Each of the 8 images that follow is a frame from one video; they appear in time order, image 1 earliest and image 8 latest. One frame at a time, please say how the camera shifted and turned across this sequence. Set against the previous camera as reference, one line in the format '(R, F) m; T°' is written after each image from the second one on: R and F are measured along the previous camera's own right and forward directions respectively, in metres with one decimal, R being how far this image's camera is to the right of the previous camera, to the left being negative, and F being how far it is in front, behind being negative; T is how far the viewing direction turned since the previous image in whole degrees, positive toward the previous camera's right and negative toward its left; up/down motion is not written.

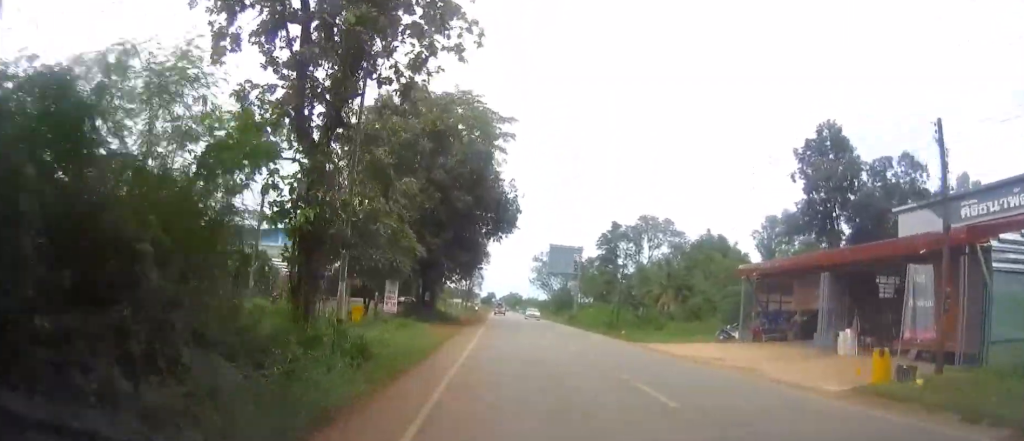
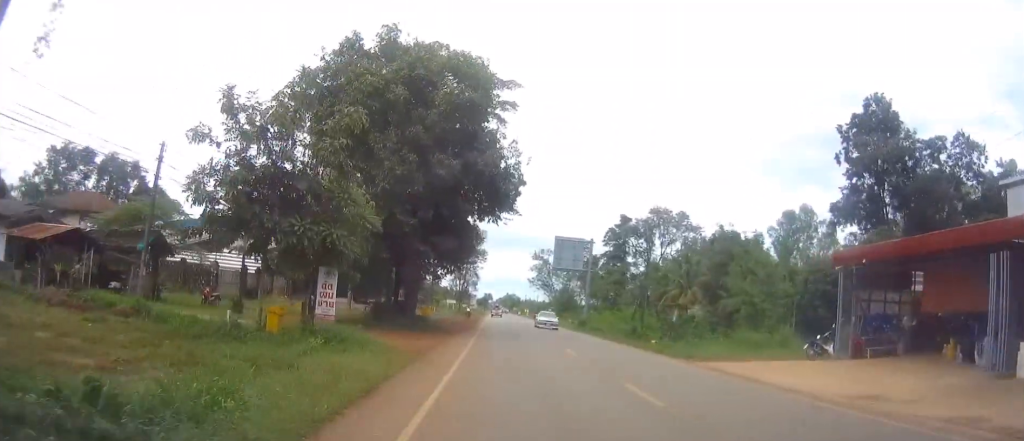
(0.0, +12.1) m; 0°
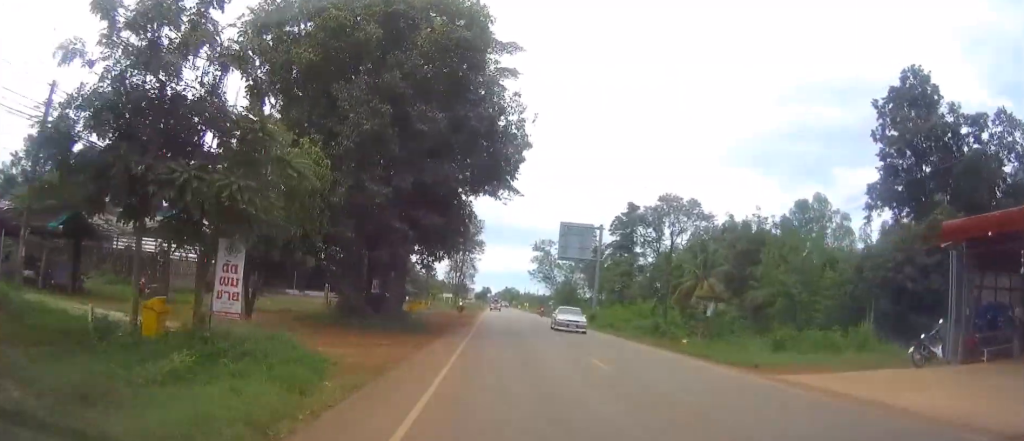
(0.0, +8.3) m; 0°
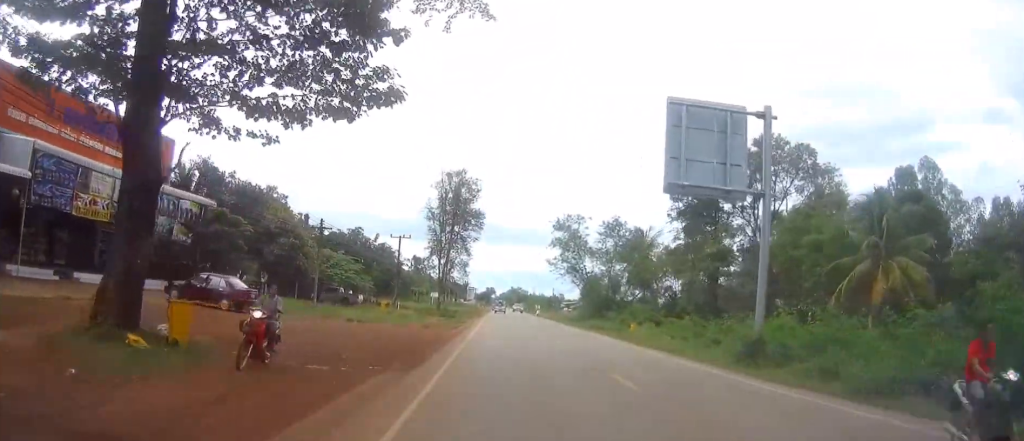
(-0.7, +41.7) m; -1°
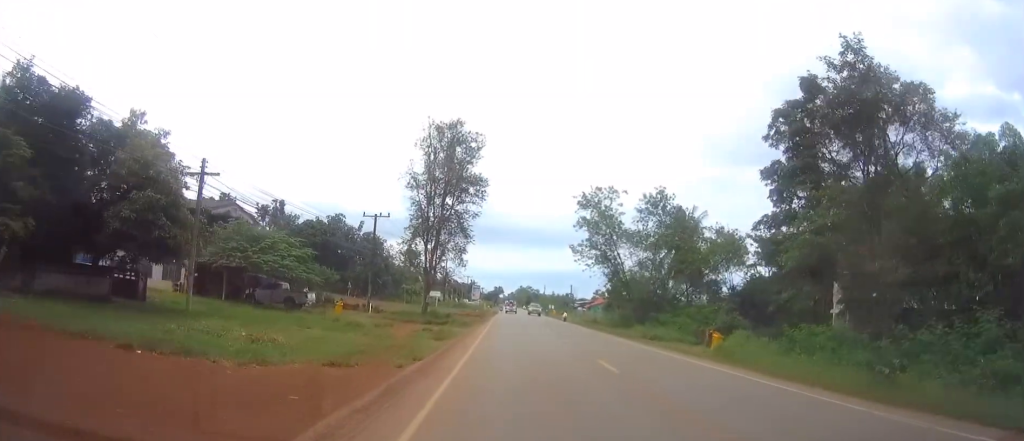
(+0.3, +21.5) m; +2°
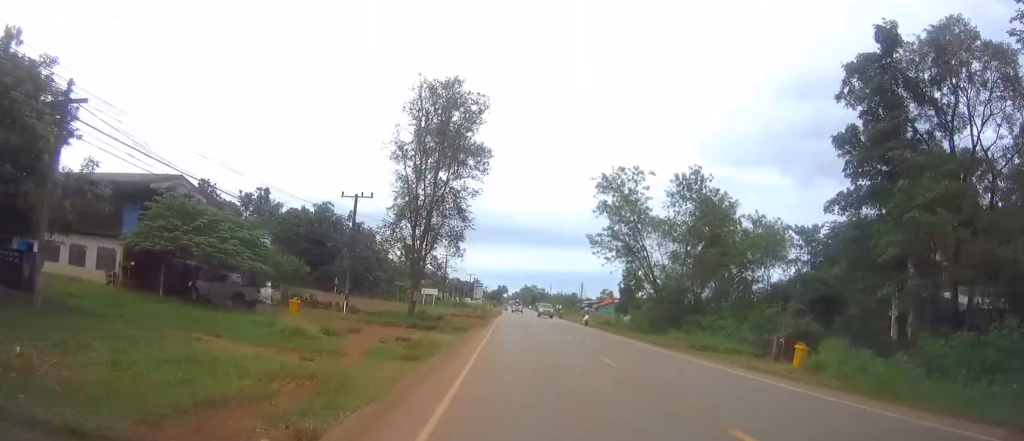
(+0.1, +11.0) m; +1°
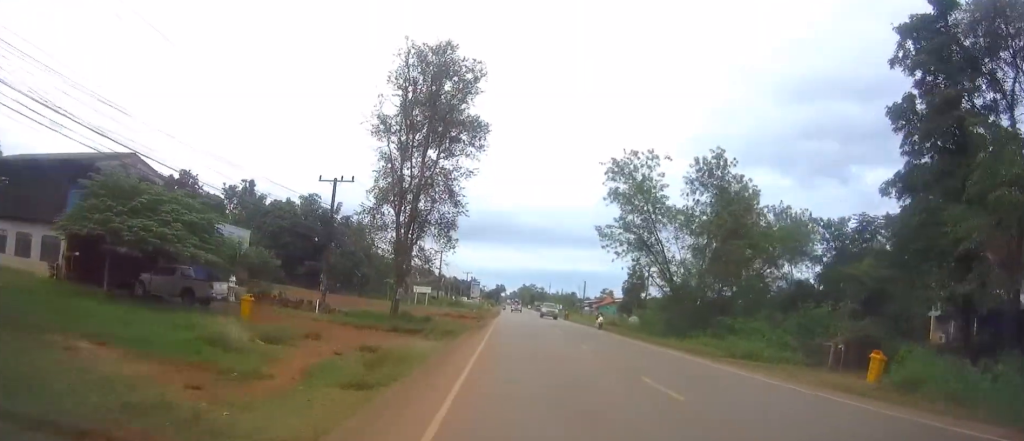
(+0.1, +6.5) m; 0°
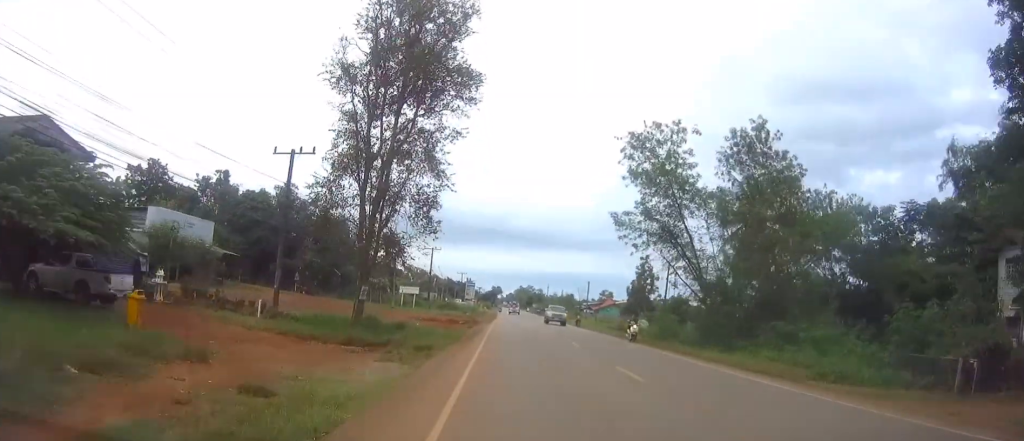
(+0.1, +9.4) m; 0°
